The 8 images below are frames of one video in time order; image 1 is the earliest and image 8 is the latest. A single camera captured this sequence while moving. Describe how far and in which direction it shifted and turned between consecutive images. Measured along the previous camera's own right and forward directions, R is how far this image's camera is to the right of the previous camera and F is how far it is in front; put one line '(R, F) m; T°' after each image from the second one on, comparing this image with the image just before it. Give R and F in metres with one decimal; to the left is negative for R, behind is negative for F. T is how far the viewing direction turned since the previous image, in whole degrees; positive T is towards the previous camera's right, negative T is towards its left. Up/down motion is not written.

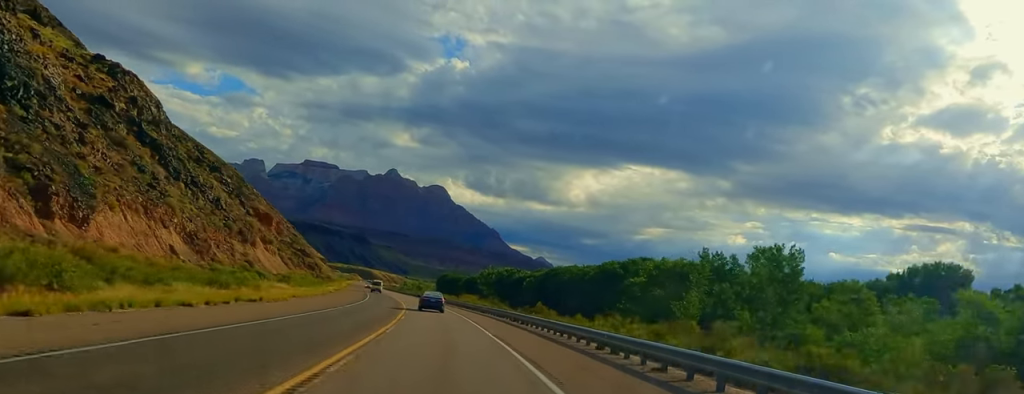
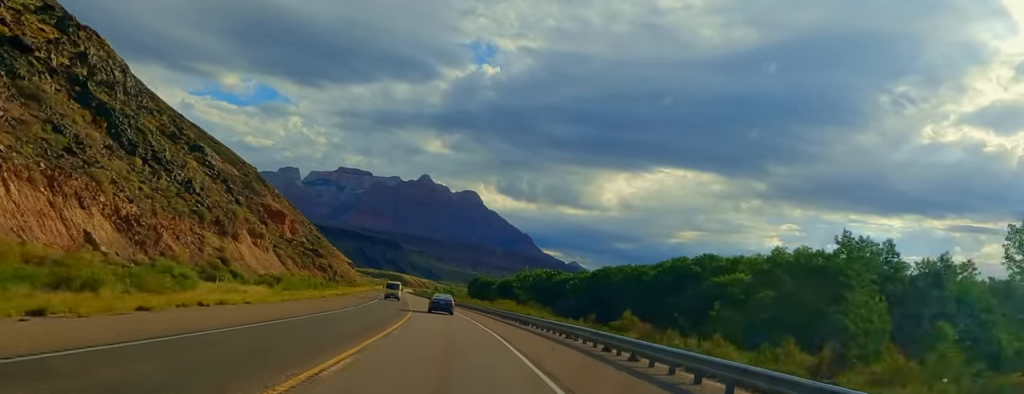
(-0.8, +24.9) m; -1°
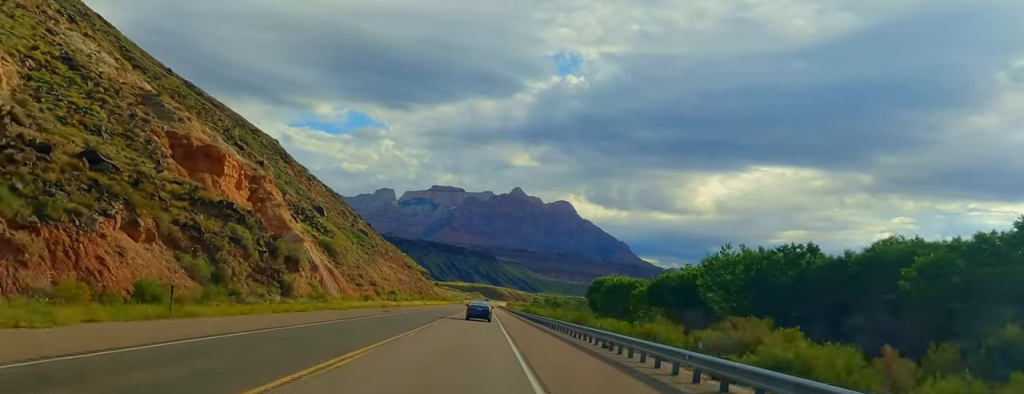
(-3.8, +107.3) m; -4°
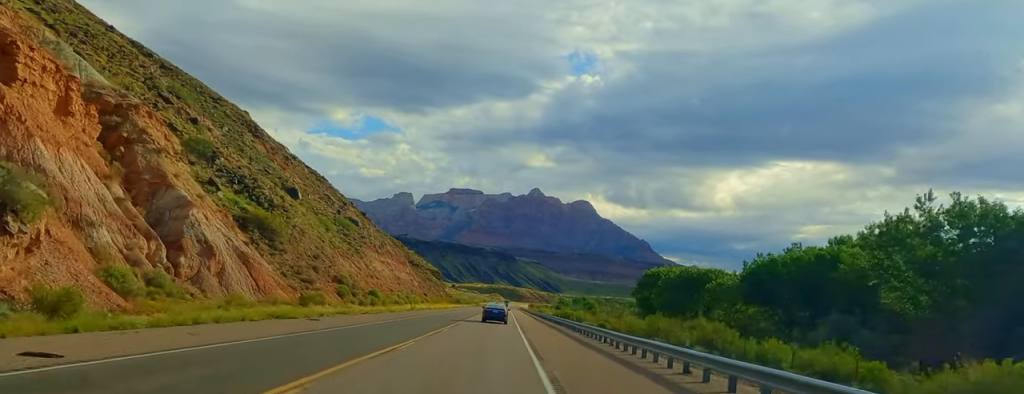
(-0.7, +43.1) m; -1°
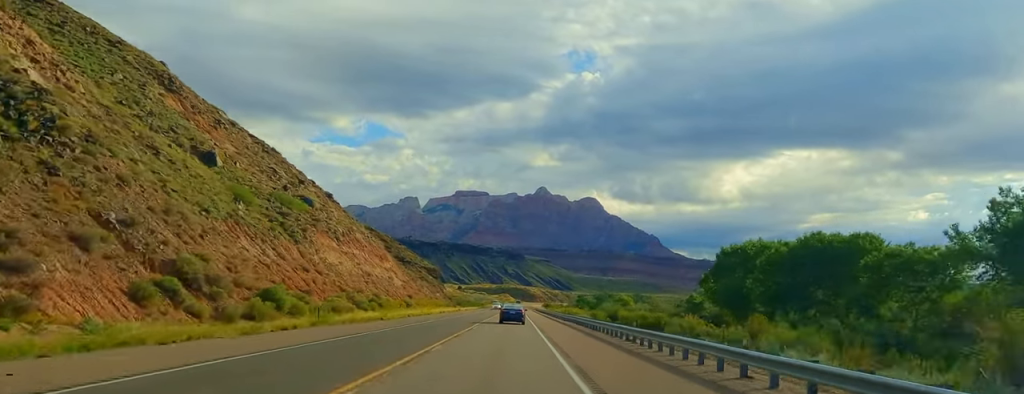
(-0.2, +47.6) m; 0°
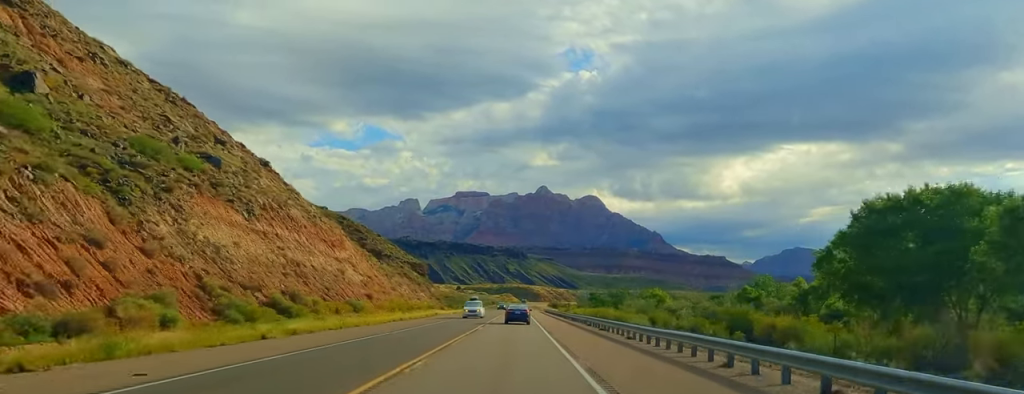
(+0.3, +41.5) m; 0°
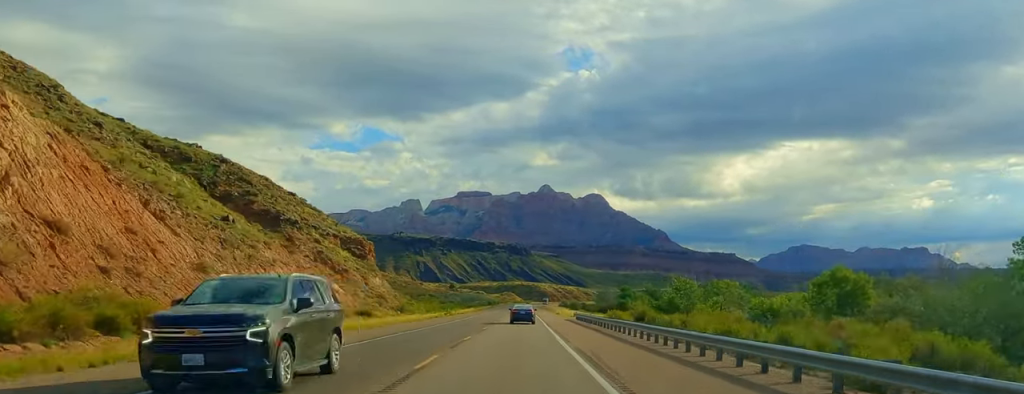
(+0.1, +82.9) m; +1°
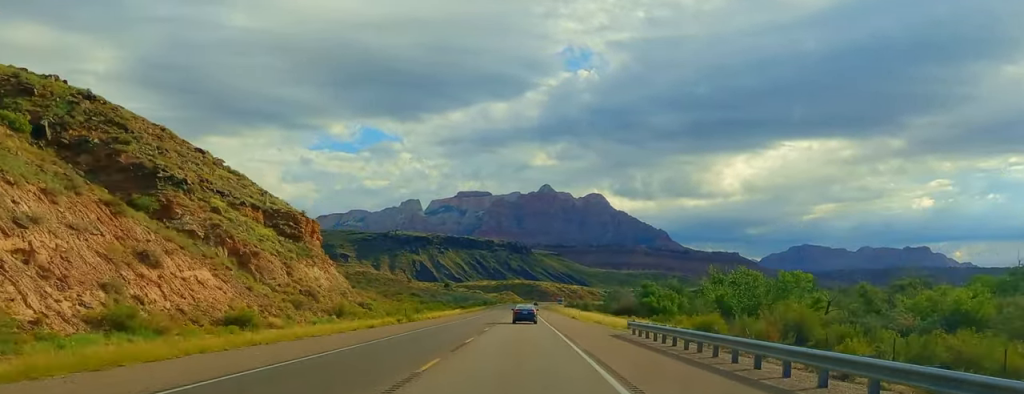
(+0.1, +37.0) m; +1°
